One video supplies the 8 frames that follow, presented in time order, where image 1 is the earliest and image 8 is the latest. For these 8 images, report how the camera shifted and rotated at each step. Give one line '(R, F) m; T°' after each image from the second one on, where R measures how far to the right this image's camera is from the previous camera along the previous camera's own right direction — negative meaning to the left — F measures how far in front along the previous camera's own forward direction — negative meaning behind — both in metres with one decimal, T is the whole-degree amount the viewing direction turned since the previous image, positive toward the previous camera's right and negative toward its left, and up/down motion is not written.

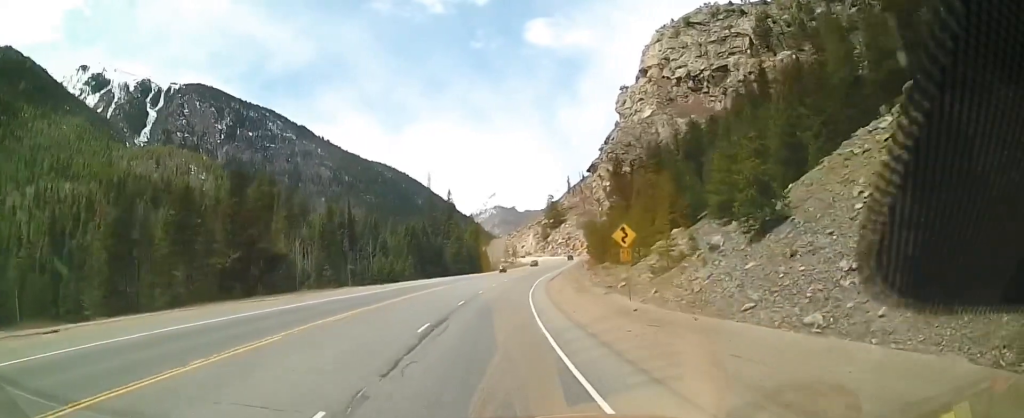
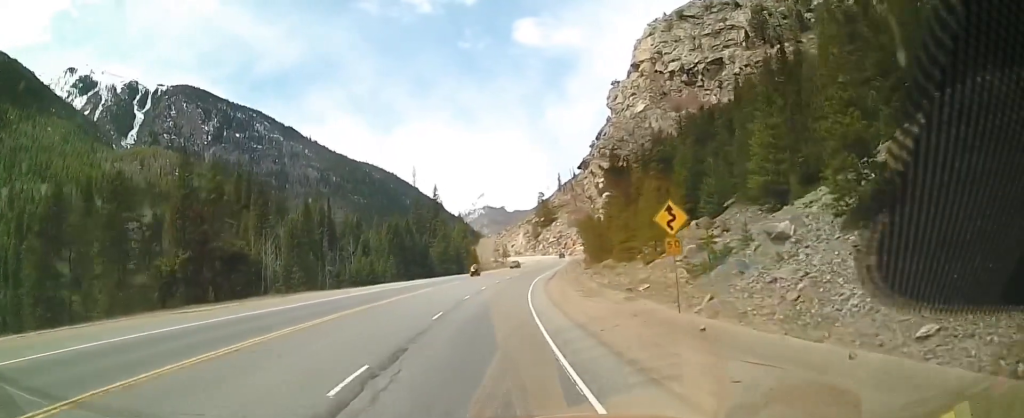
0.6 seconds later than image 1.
(+0.3, +8.9) m; 0°
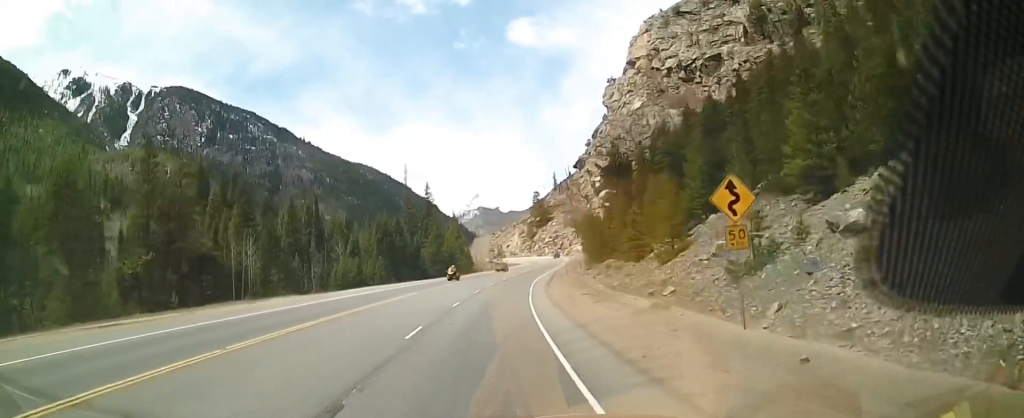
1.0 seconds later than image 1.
(+0.1, +5.6) m; 0°
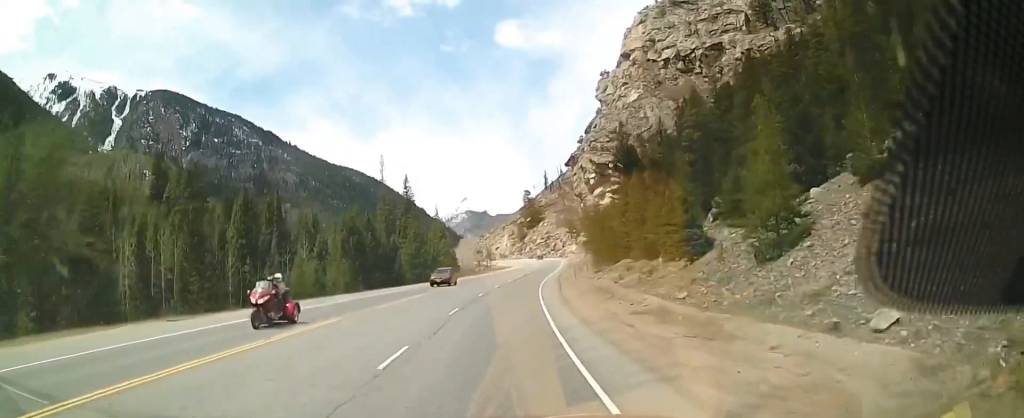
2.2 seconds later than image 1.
(-0.3, +16.8) m; +1°
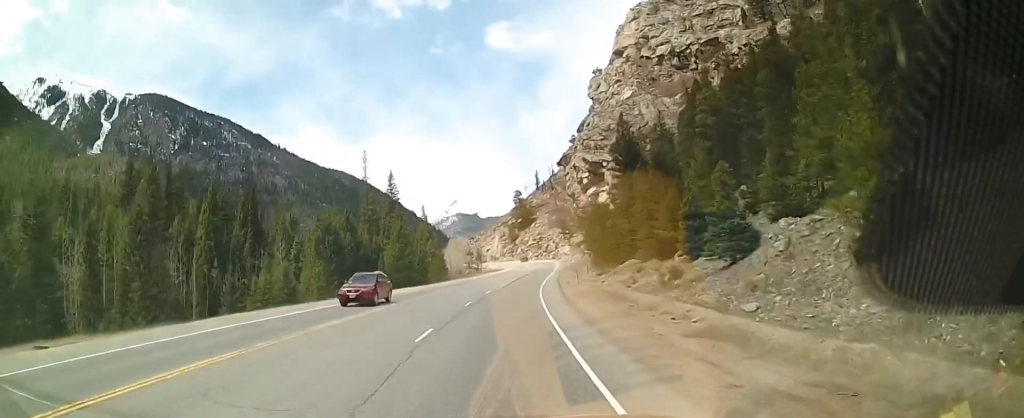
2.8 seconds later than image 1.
(+0.1, +8.0) m; +2°
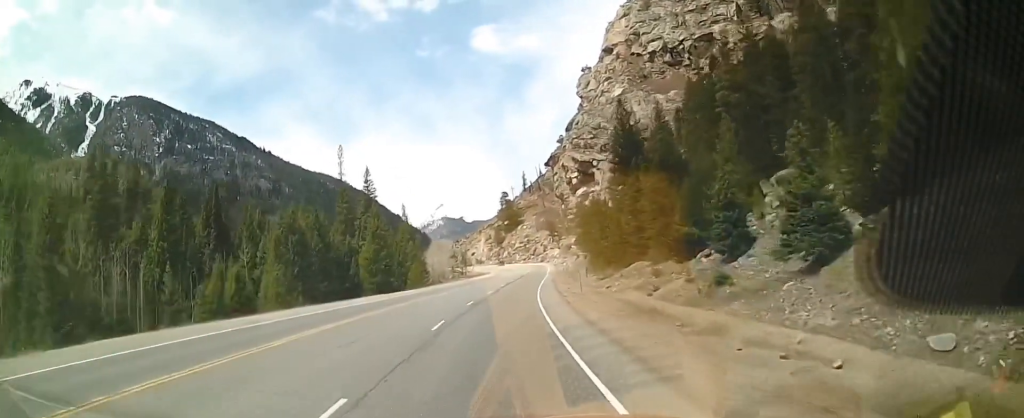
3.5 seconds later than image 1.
(+0.1, +9.5) m; +2°
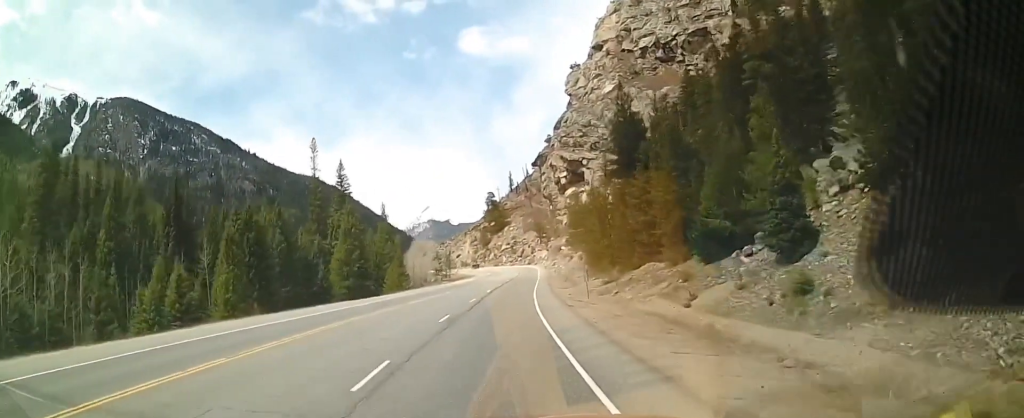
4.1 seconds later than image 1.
(+0.1, +9.0) m; +1°
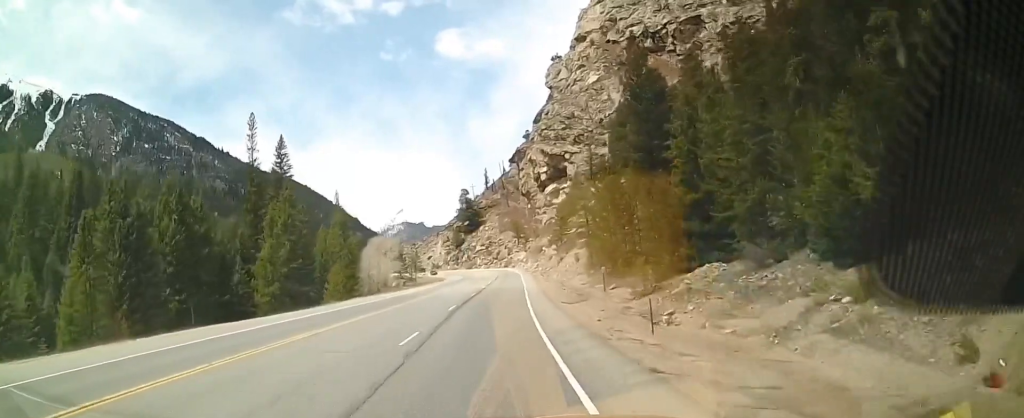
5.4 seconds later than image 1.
(+0.2, +18.3) m; 0°
